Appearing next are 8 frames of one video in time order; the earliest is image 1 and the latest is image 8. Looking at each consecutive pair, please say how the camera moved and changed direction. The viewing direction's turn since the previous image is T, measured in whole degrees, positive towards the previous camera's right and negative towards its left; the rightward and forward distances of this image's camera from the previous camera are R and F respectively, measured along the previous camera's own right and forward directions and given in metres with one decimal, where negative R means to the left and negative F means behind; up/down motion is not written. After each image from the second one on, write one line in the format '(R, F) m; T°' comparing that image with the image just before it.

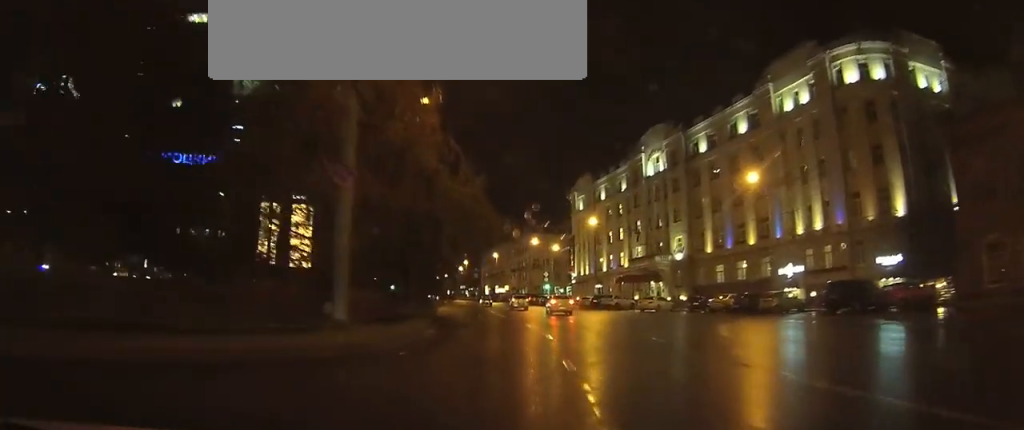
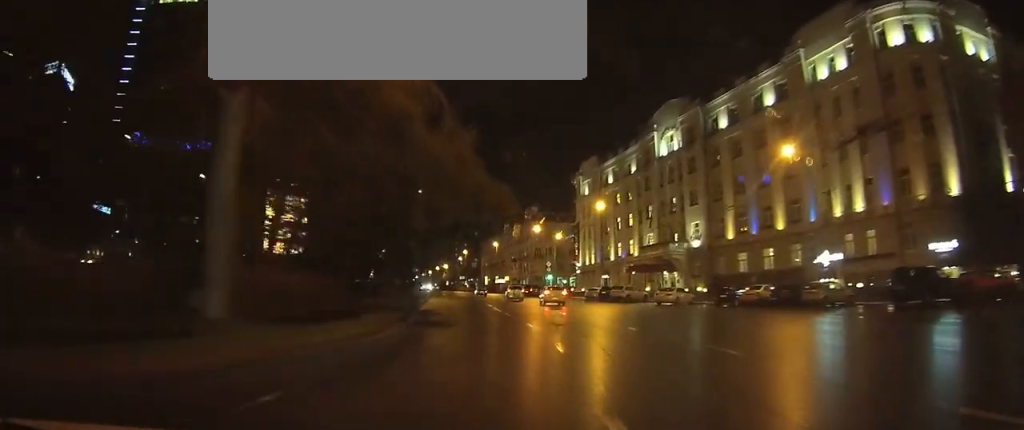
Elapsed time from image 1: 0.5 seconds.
(0.0, +6.9) m; 0°
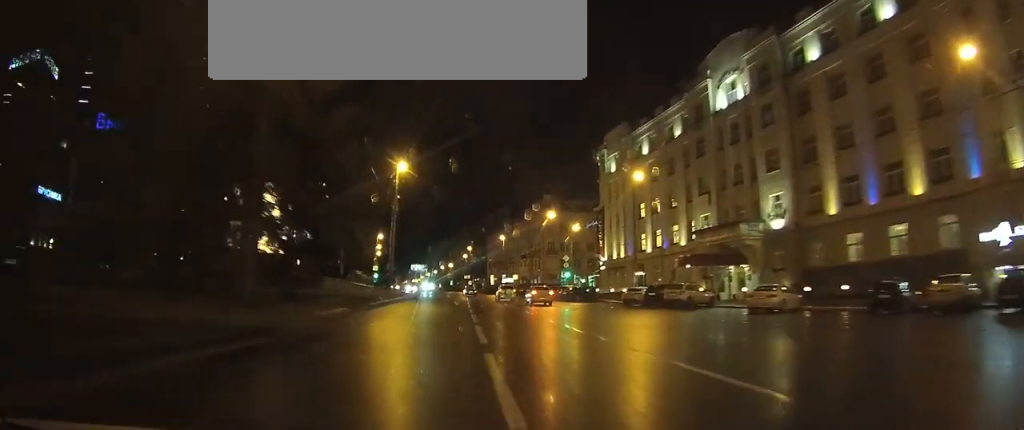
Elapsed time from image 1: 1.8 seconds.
(-0.3, +19.5) m; -2°
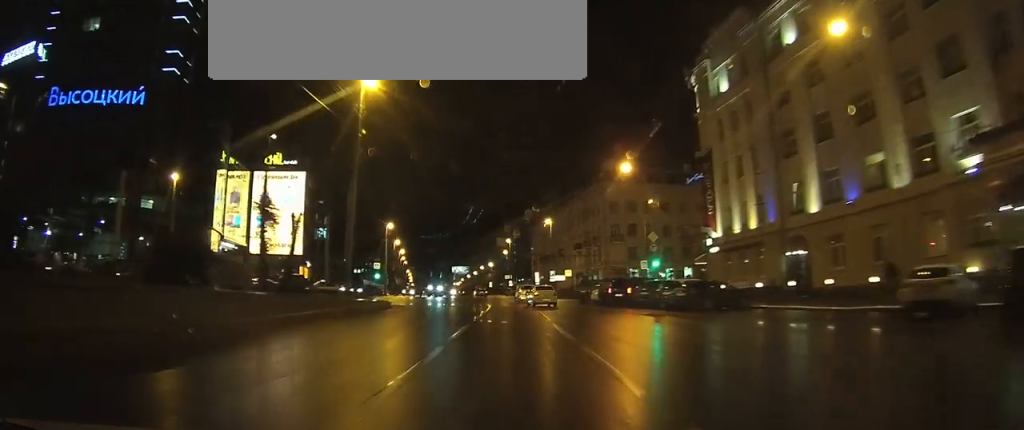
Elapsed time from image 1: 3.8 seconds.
(-1.1, +30.9) m; -4°
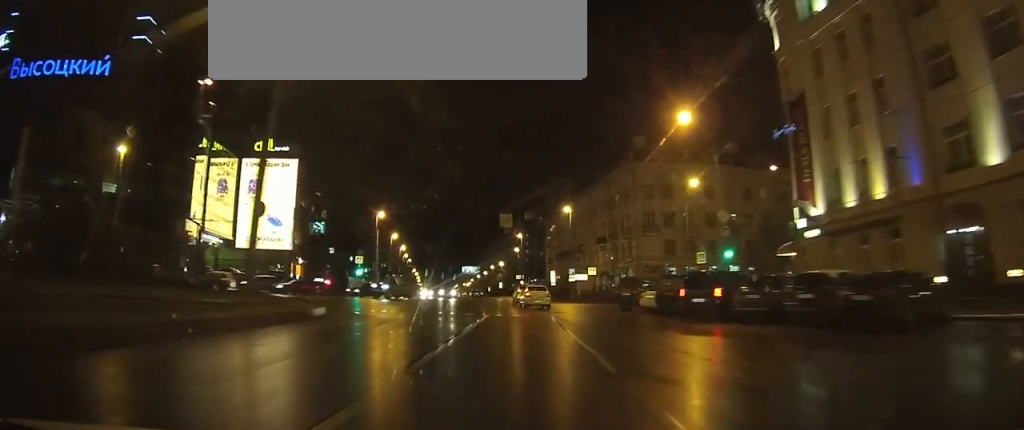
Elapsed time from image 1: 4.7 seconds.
(-0.1, +15.0) m; -1°
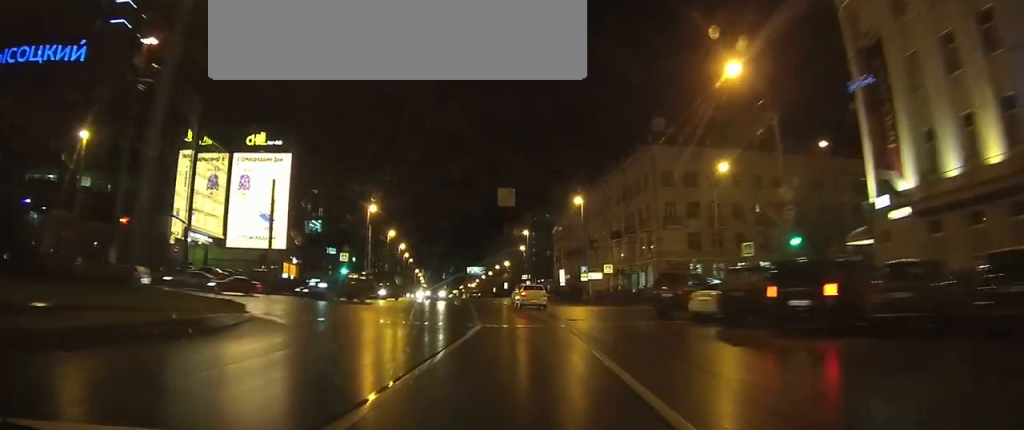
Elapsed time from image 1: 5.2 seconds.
(+0.2, +8.0) m; -1°
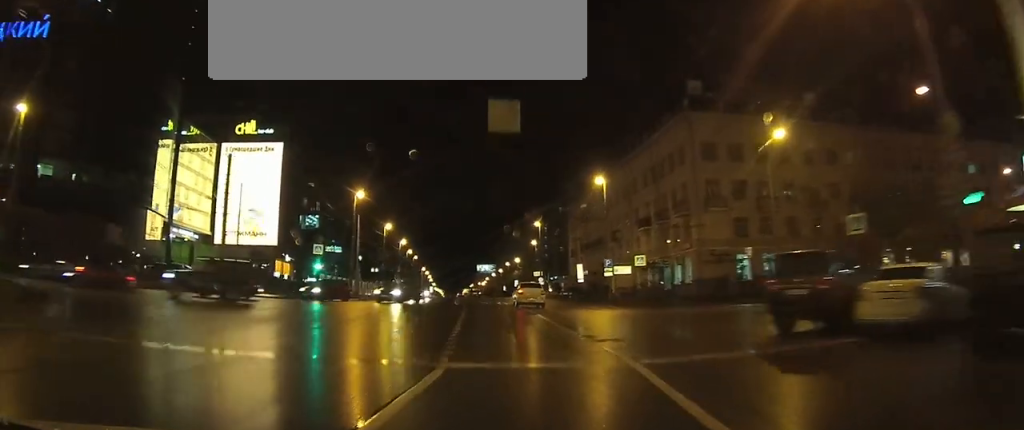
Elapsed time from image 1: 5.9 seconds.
(-0.4, +11.1) m; -3°
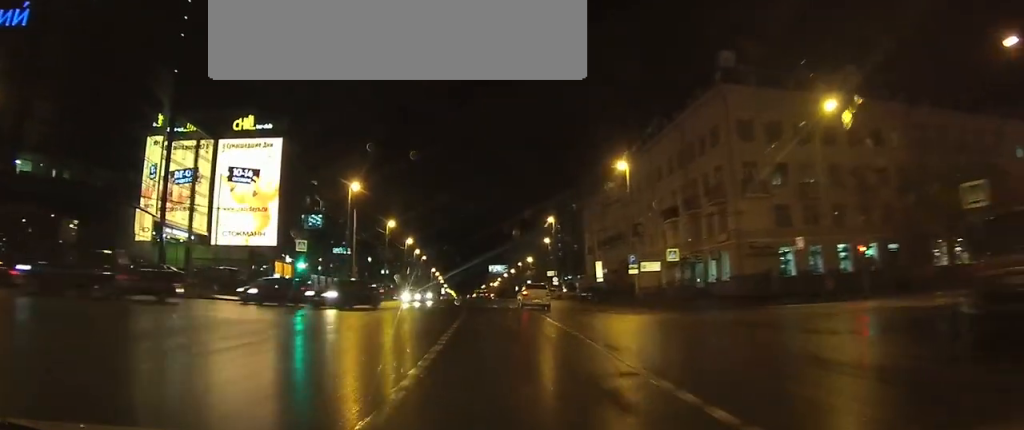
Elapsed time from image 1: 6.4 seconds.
(-0.1, +6.8) m; -2°
